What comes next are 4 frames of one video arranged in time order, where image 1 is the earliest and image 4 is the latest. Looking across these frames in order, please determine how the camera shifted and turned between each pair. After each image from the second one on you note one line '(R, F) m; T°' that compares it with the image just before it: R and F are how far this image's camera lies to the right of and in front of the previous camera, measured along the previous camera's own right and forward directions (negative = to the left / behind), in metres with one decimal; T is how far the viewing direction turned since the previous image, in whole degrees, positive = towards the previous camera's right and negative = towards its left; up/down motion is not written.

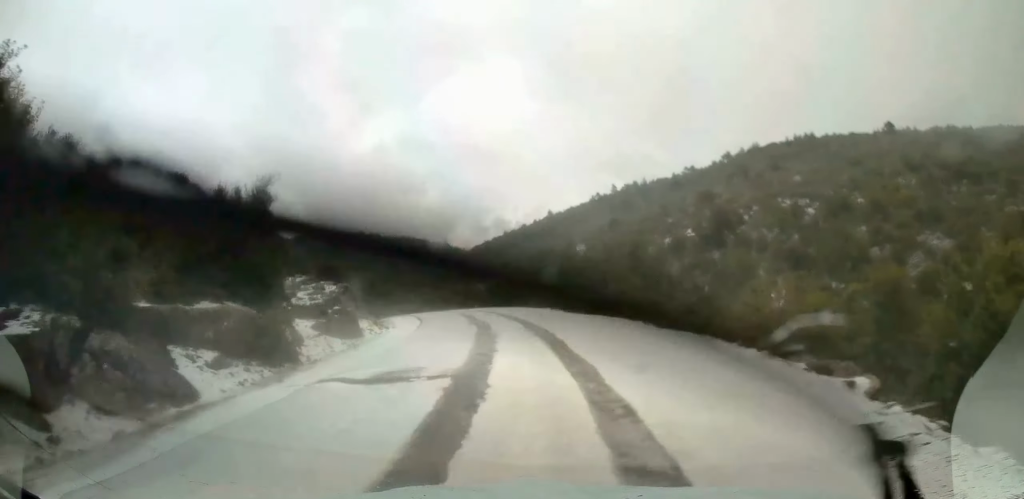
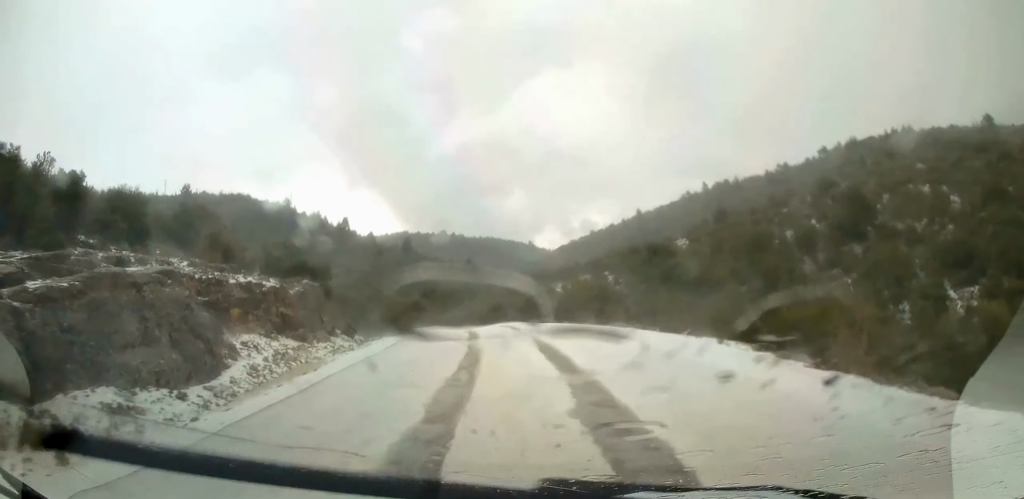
(-1.2, +25.4) m; -7°
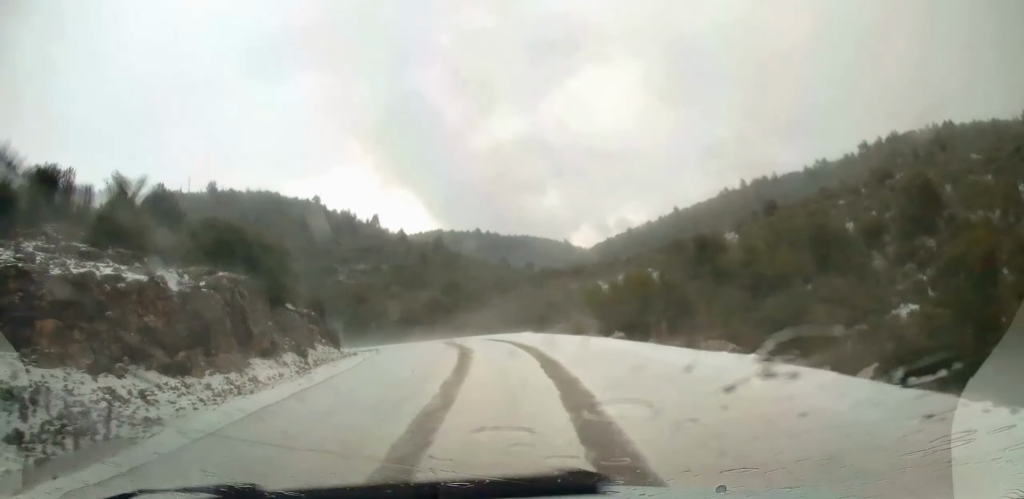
(-0.4, +10.8) m; -4°
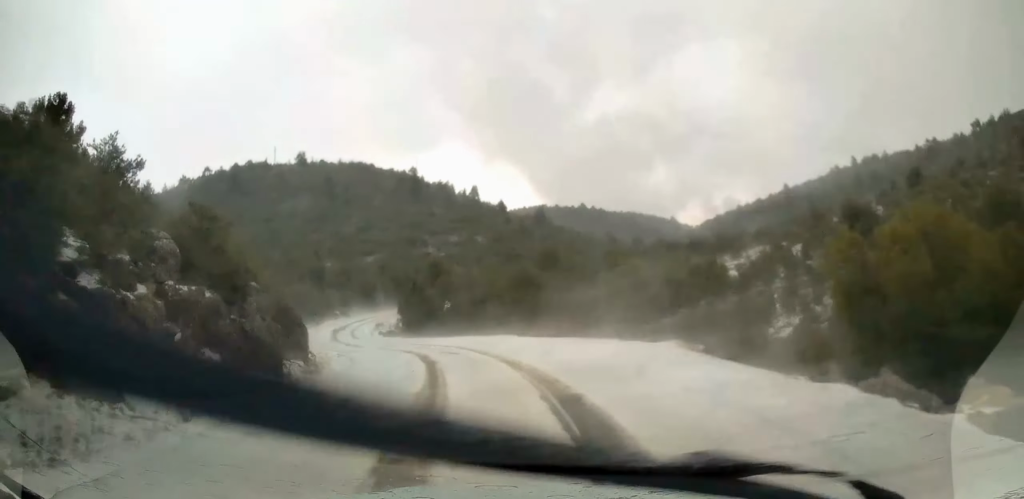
(-1.5, +18.6) m; -11°
